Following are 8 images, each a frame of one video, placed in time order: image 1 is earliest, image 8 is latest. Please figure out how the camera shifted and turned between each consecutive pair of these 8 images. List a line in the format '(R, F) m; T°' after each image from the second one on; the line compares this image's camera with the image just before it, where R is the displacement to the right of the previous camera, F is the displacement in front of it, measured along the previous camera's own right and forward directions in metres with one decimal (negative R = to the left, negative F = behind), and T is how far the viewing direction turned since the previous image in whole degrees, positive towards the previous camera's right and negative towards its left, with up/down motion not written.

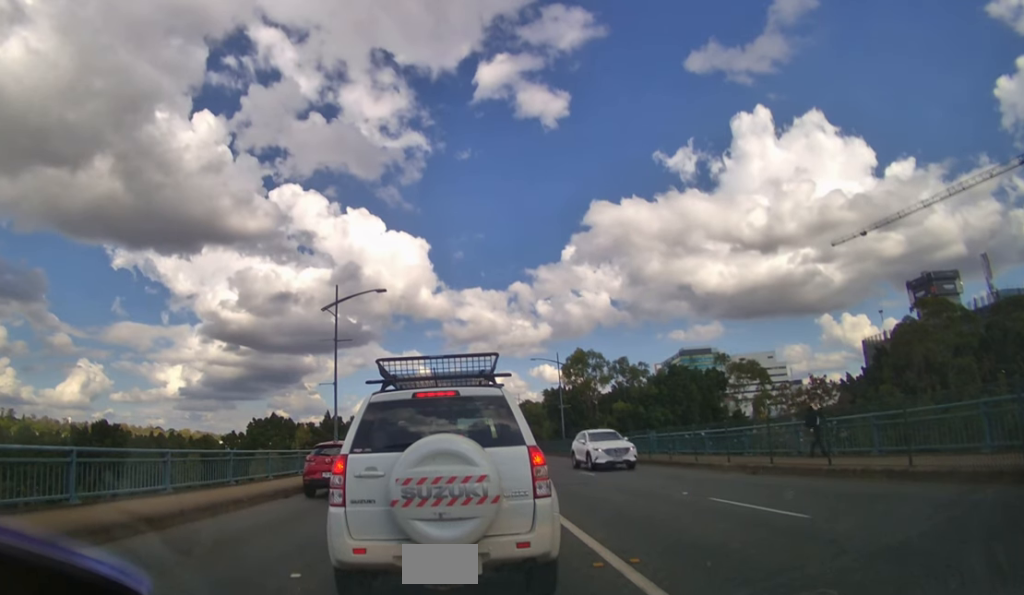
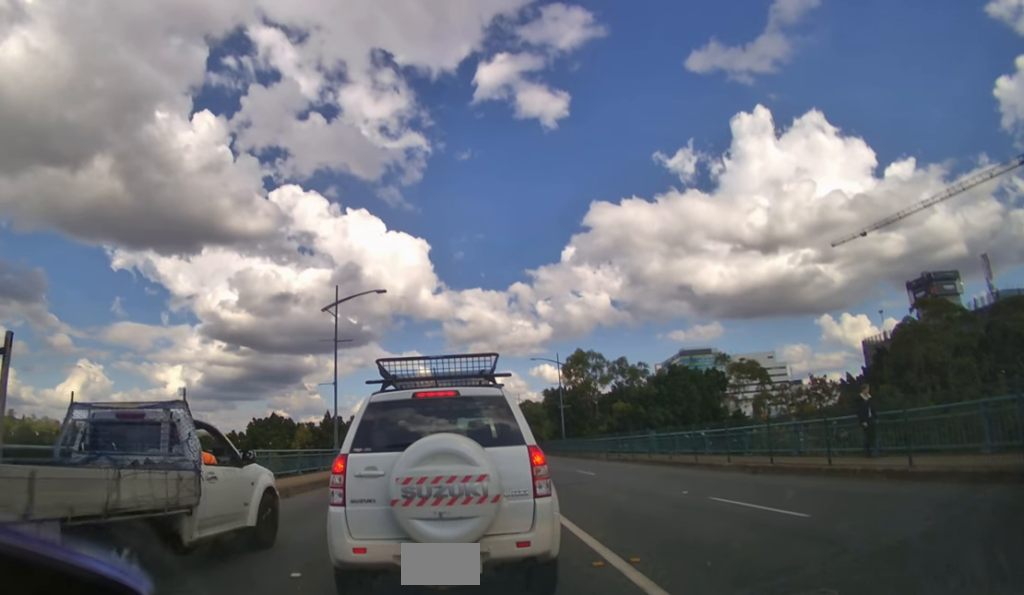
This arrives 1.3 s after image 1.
(0.0, 0.0) m; 0°
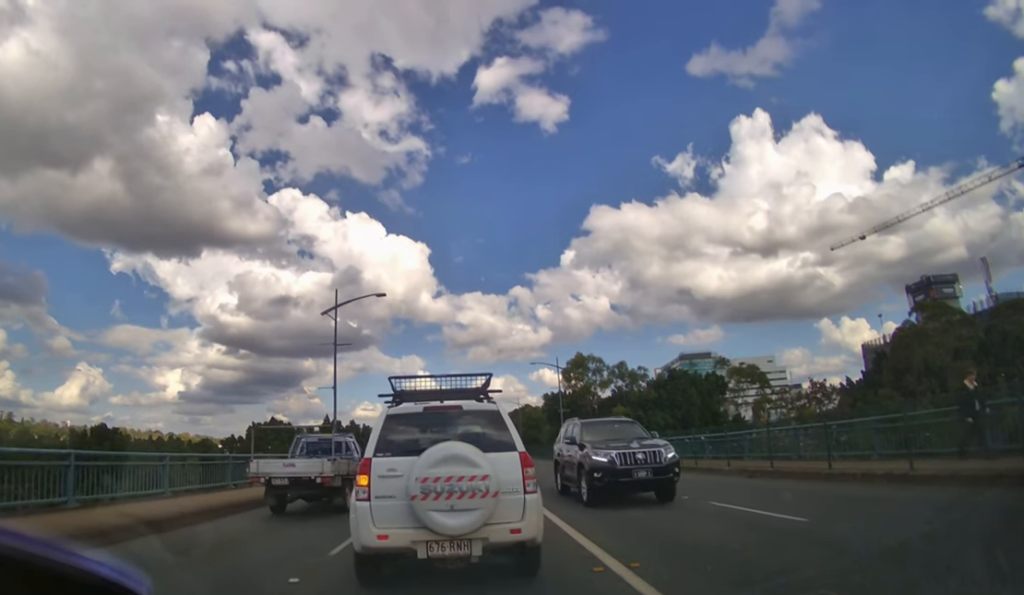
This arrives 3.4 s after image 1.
(0.0, 0.0) m; 0°
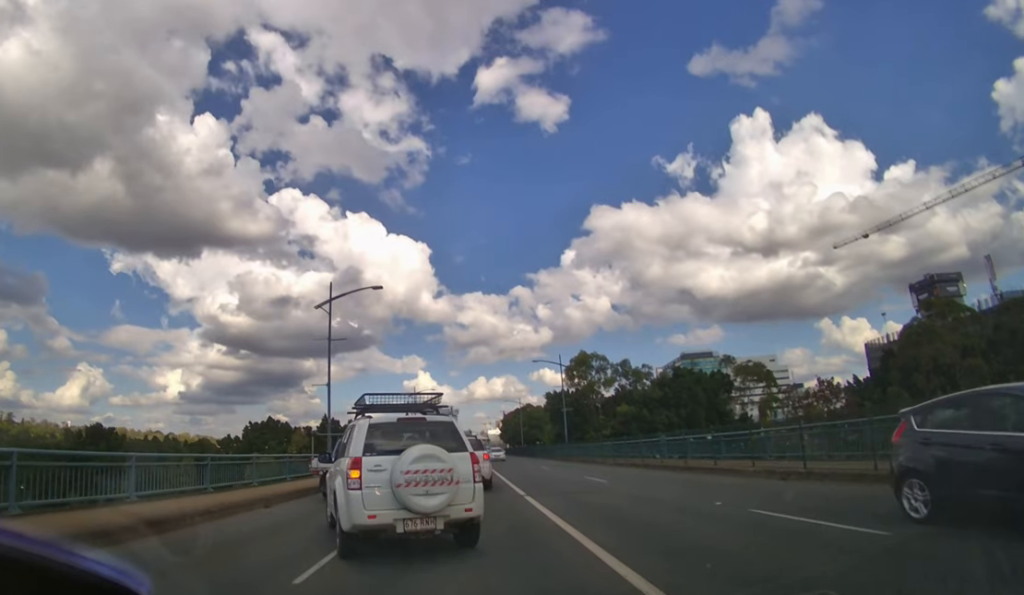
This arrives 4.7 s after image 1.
(0.0, +0.5) m; 0°
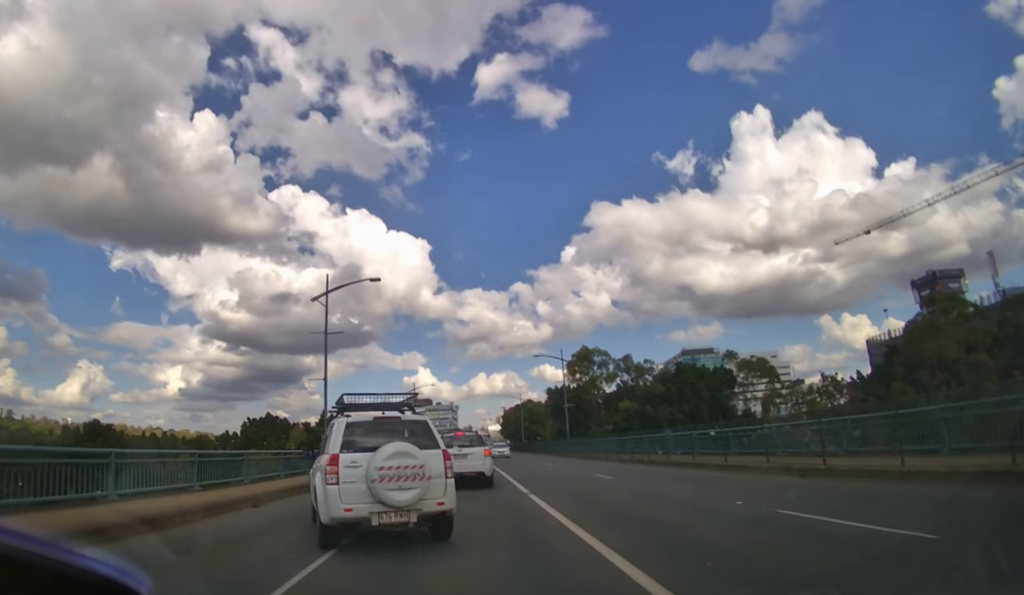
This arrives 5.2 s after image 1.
(0.0, +0.4) m; 0°
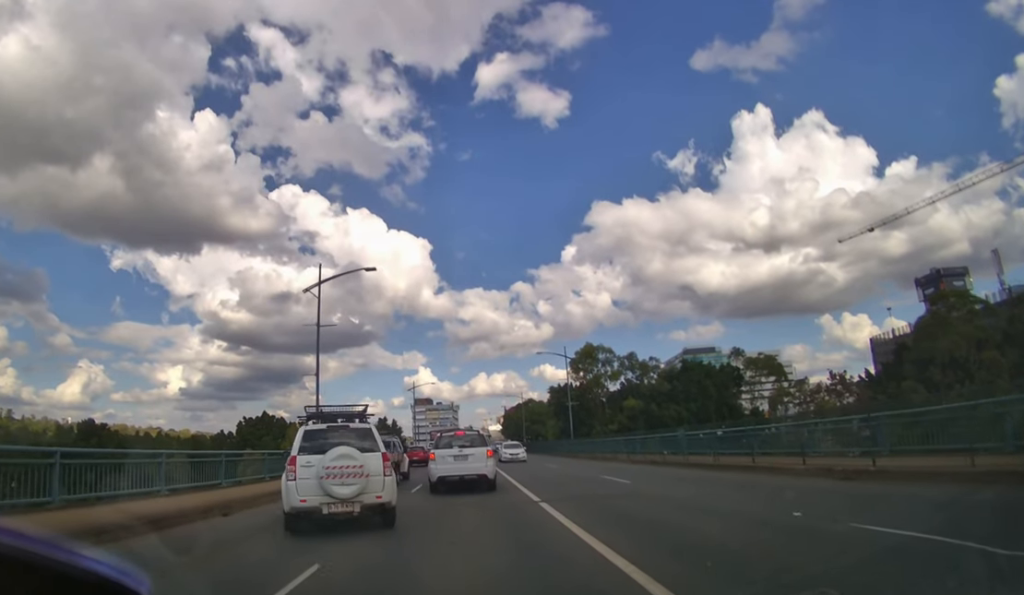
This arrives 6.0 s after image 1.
(-0.1, +1.4) m; -2°
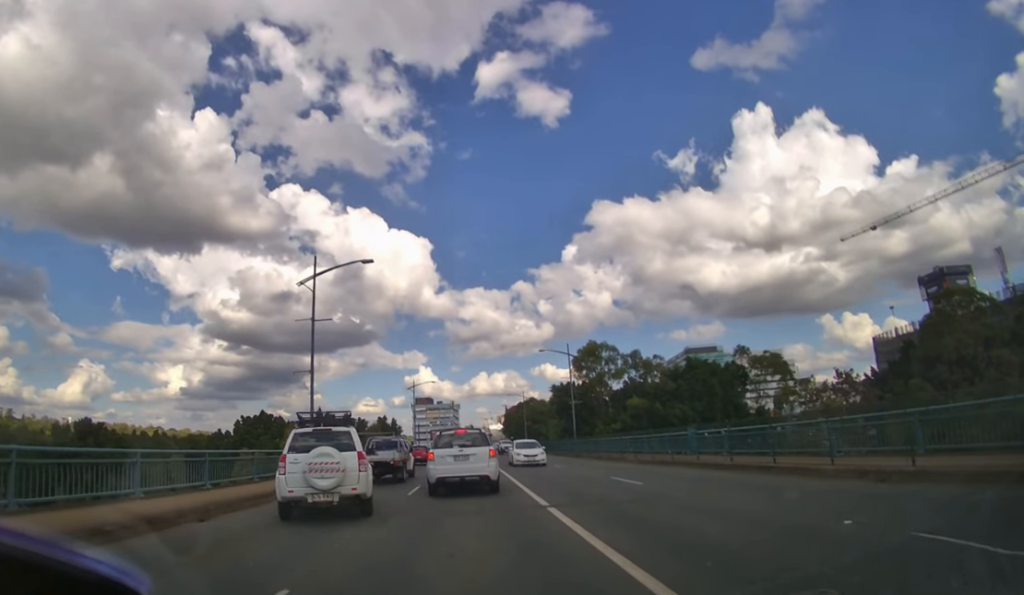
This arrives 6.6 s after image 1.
(0.0, +1.1) m; -1°
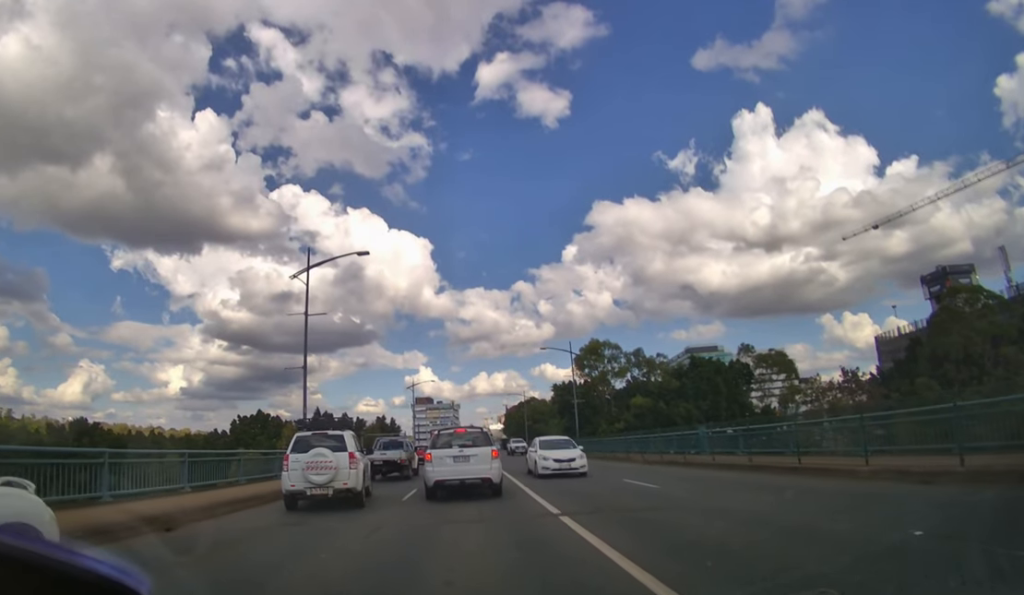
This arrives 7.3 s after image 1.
(0.0, +1.1) m; 0°
